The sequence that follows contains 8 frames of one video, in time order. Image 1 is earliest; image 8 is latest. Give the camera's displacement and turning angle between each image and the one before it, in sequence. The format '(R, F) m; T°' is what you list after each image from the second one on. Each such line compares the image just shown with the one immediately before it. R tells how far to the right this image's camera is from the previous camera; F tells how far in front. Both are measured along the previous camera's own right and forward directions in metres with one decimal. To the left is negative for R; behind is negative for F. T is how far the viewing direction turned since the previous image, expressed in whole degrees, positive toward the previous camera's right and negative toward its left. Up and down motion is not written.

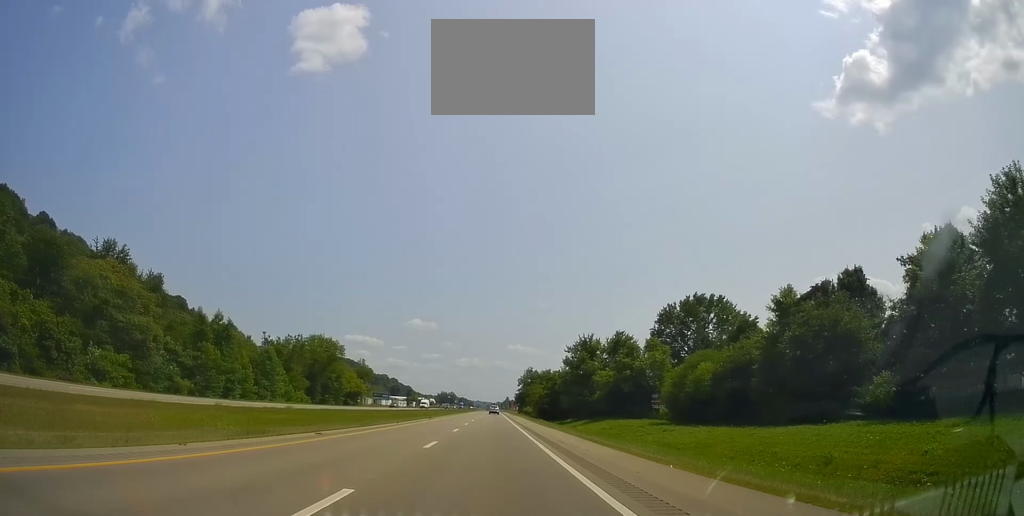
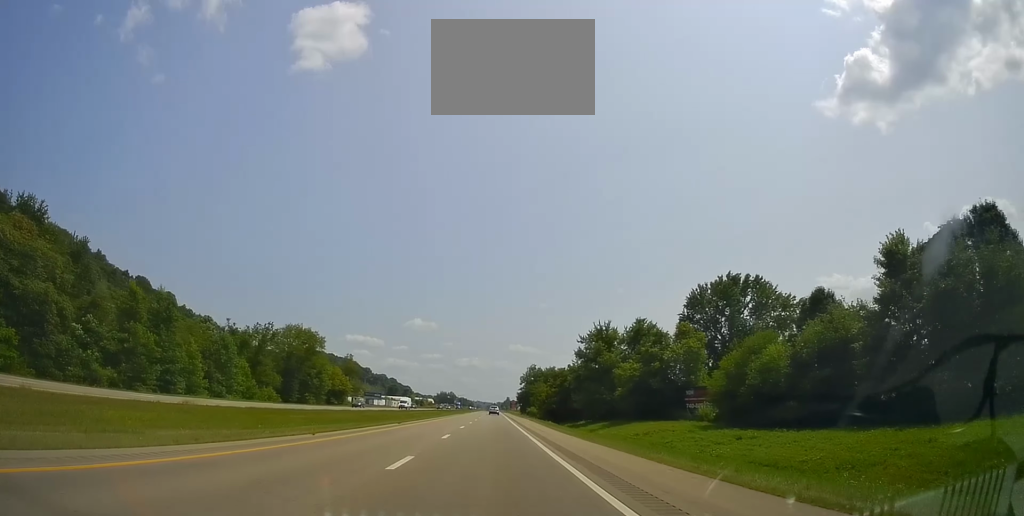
(+0.7, +18.2) m; 0°
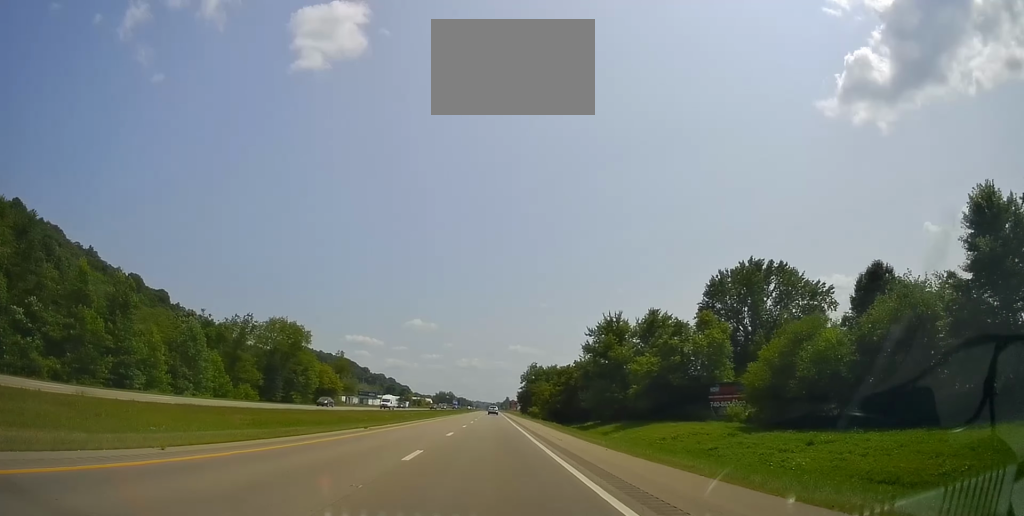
(0.0, +10.0) m; 0°
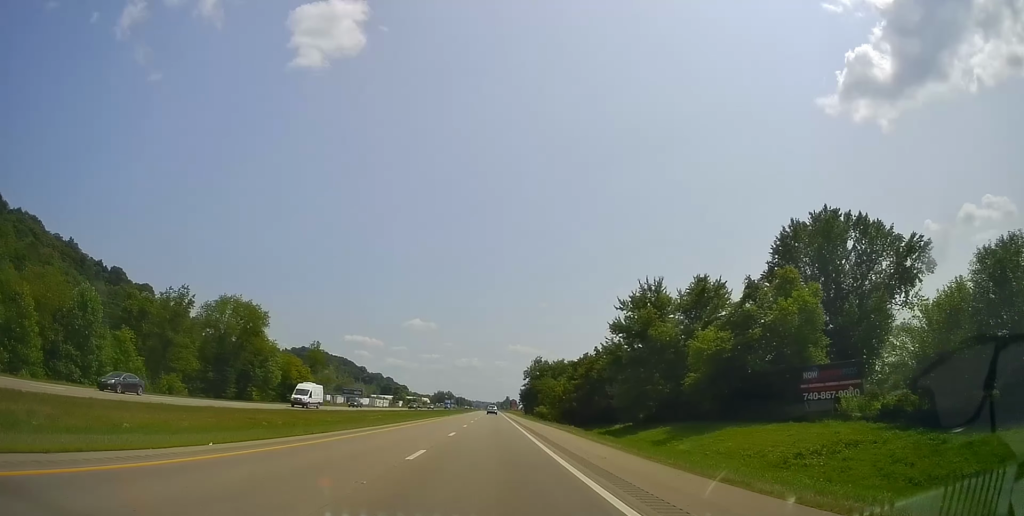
(-0.6, +24.3) m; -1°
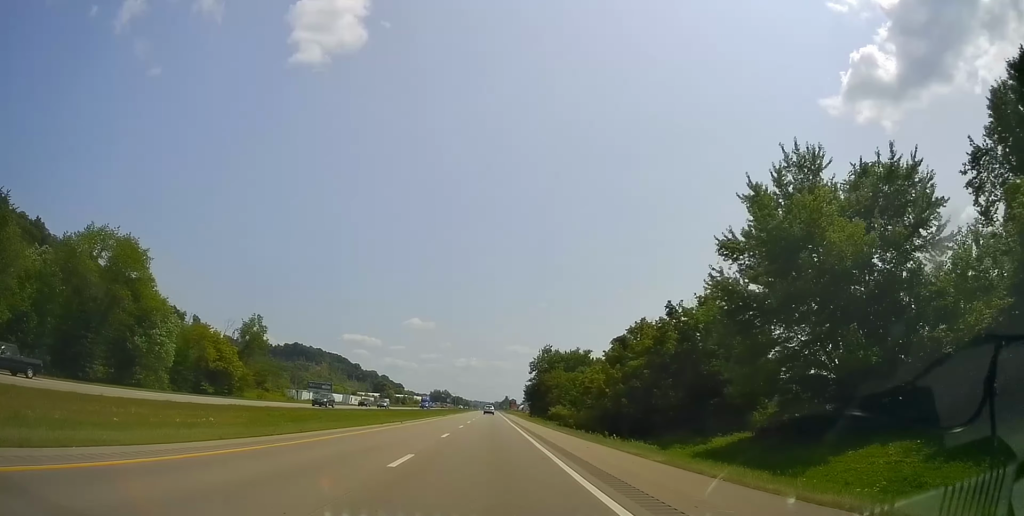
(+1.0, +39.0) m; +2°
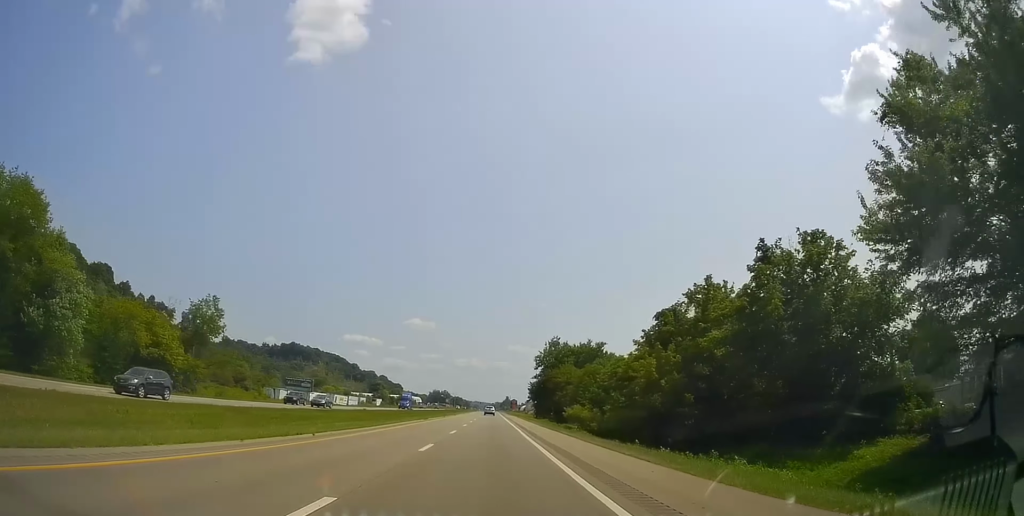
(0.0, +19.5) m; 0°
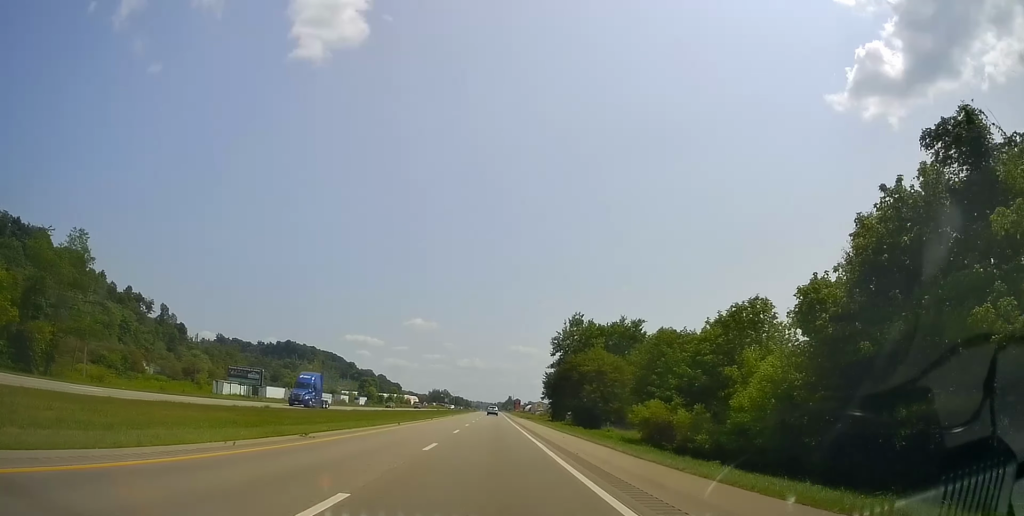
(-0.3, +36.4) m; 0°
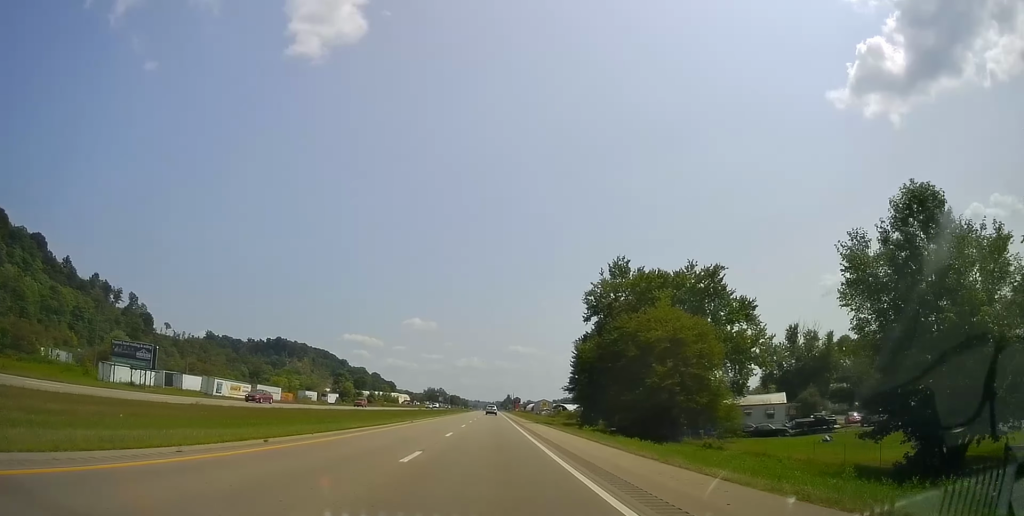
(-0.4, +40.8) m; -1°
